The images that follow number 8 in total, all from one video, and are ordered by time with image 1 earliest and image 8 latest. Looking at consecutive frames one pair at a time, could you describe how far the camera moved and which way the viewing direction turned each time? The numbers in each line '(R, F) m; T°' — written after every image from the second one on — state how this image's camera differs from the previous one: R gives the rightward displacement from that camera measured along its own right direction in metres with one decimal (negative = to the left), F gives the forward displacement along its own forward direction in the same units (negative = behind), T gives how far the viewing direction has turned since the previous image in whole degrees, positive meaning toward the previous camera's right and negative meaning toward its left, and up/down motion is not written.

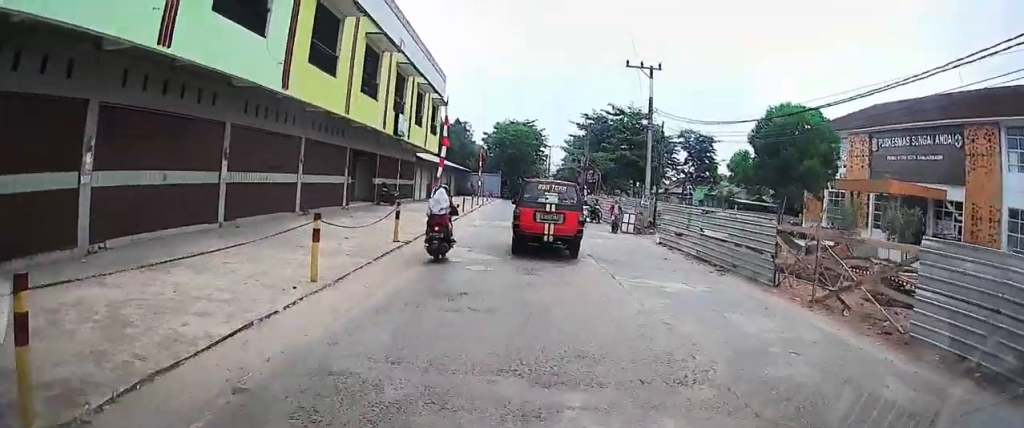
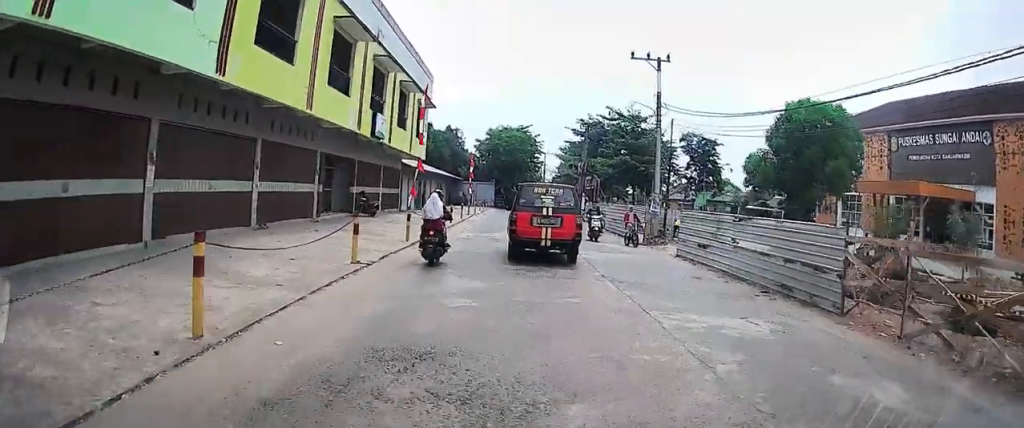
(-0.2, +2.2) m; +2°
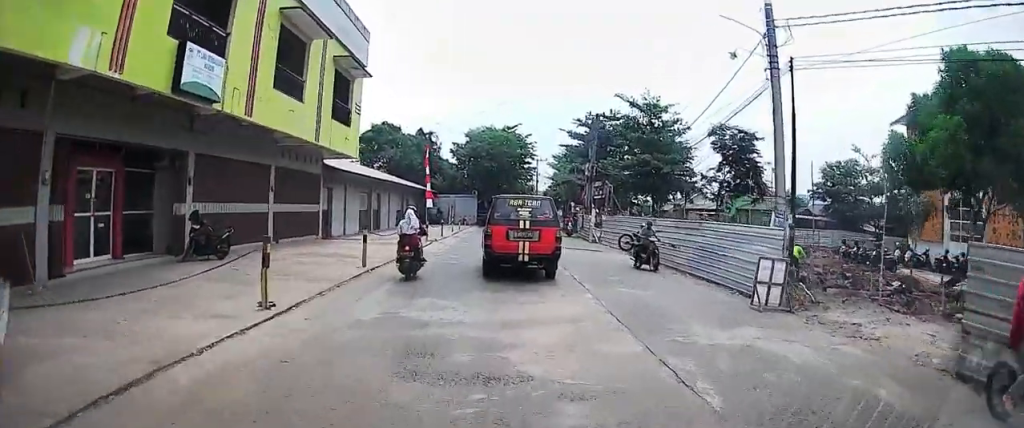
(-0.4, +11.8) m; -2°
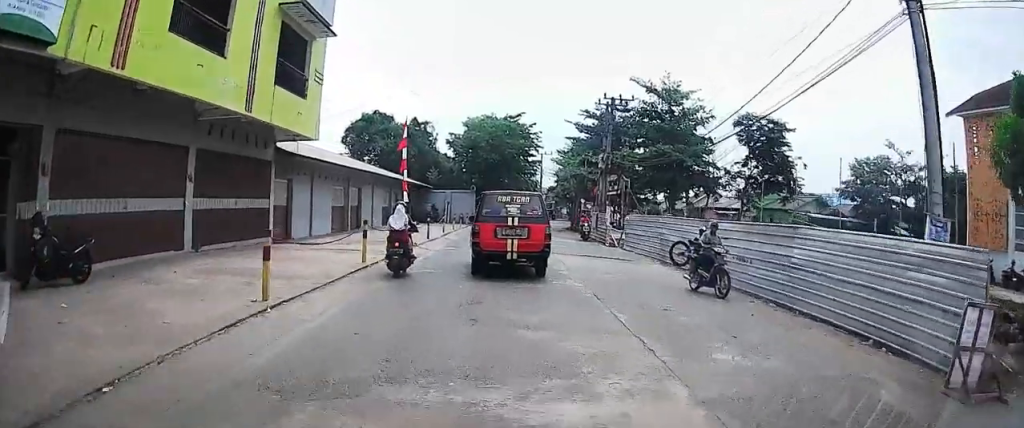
(+0.5, +5.6) m; +5°
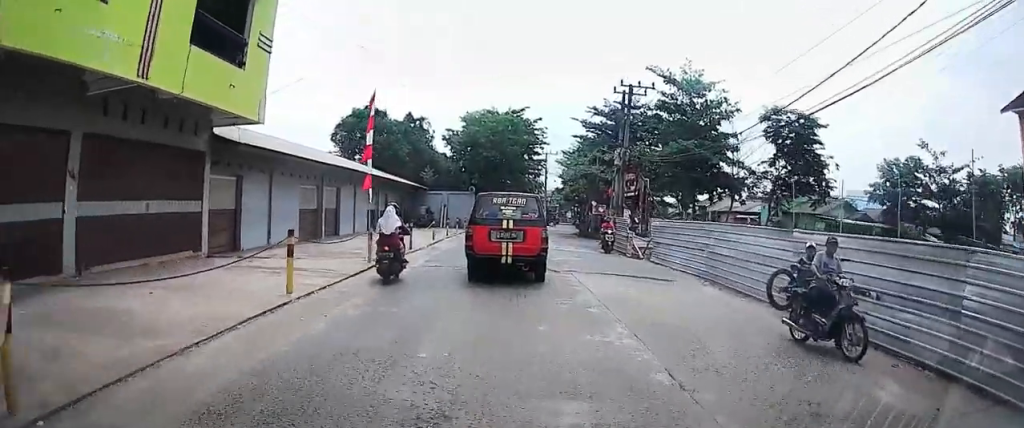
(0.0, +5.4) m; 0°
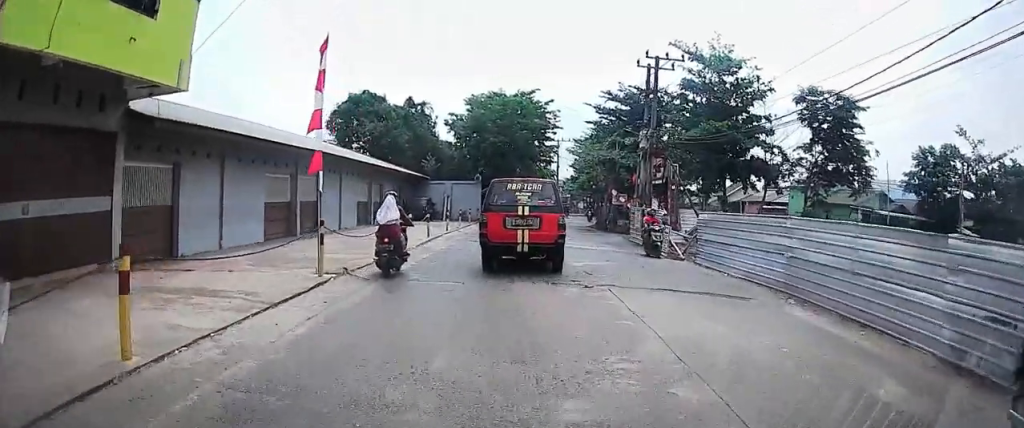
(0.0, +4.7) m; -1°
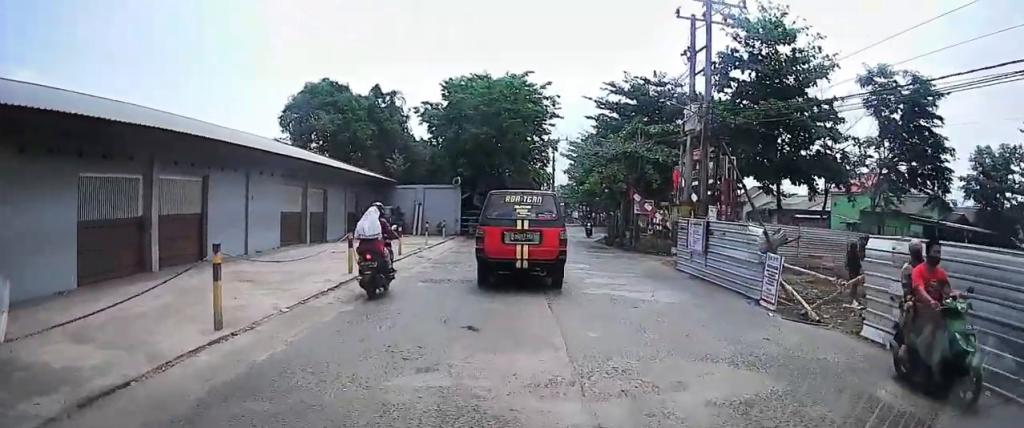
(-0.3, +10.5) m; -3°
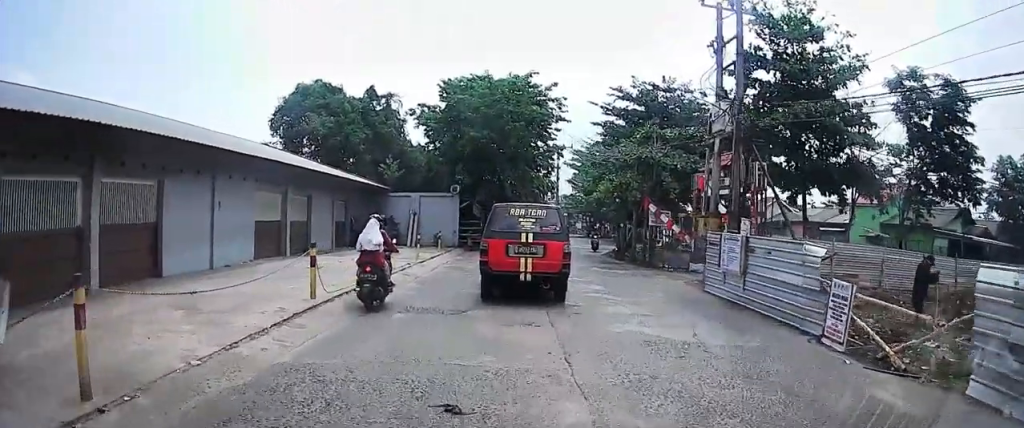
(0.0, +3.1) m; -1°
